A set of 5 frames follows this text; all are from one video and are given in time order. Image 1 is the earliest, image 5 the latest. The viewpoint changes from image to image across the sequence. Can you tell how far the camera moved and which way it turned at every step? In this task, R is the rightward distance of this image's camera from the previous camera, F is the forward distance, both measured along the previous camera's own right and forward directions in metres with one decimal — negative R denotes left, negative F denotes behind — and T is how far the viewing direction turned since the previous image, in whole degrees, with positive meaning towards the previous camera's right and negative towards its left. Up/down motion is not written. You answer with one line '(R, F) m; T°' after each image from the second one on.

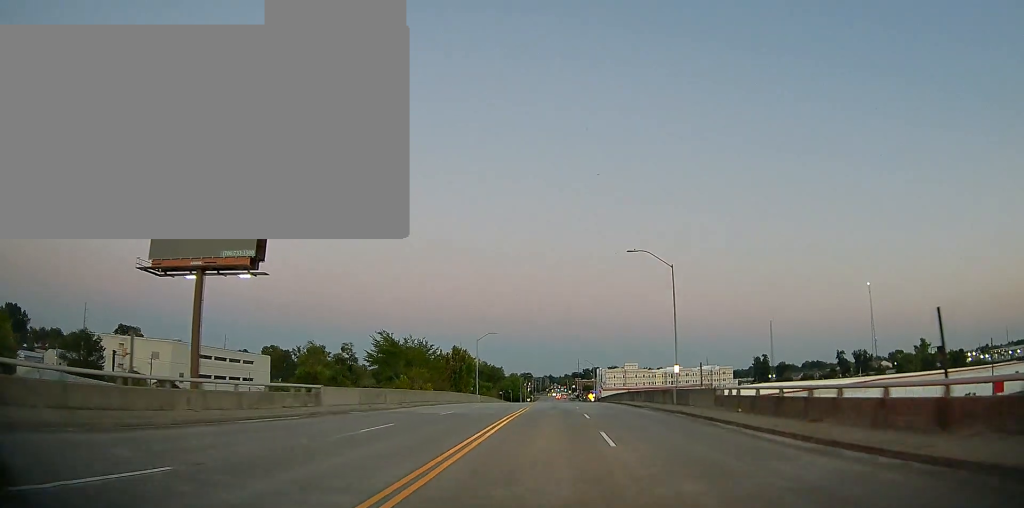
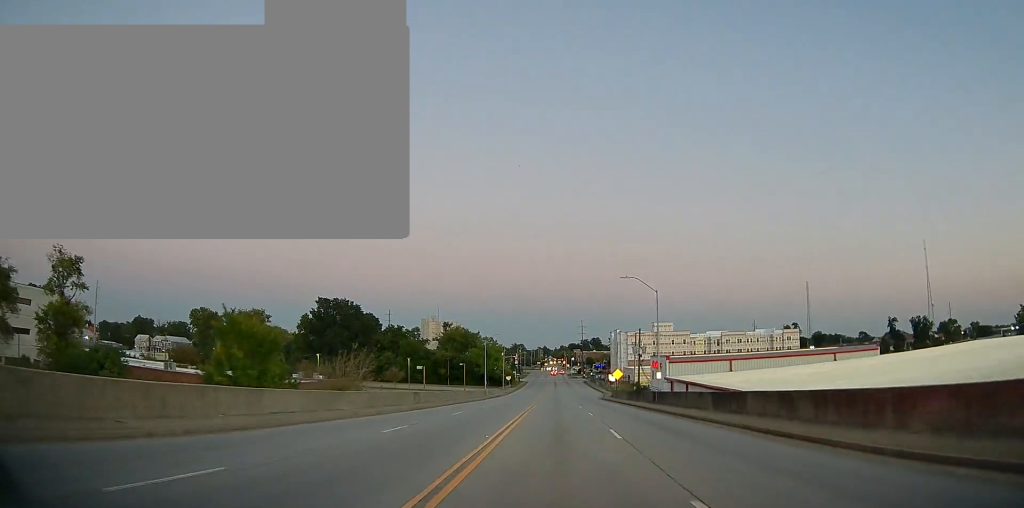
(+1.6, +81.1) m; +2°
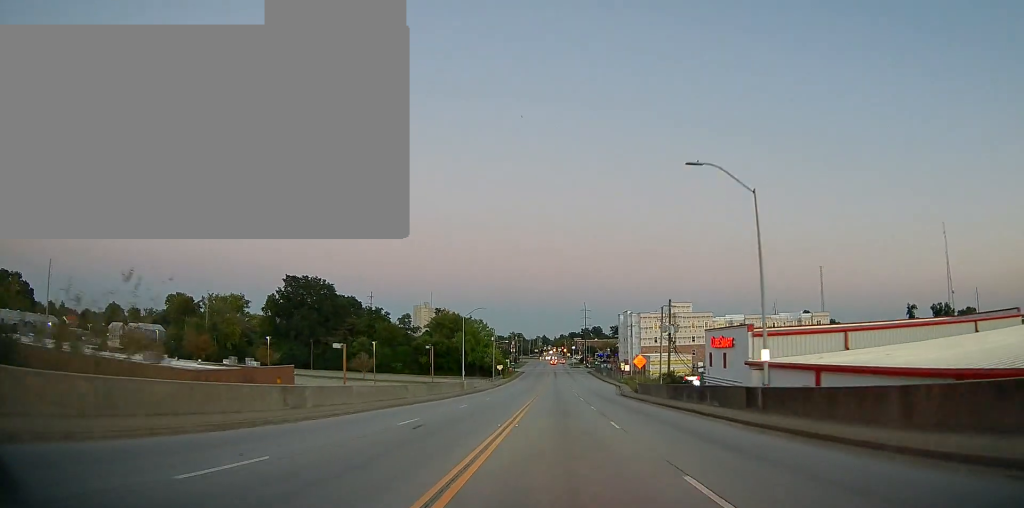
(+0.1, +23.0) m; 0°
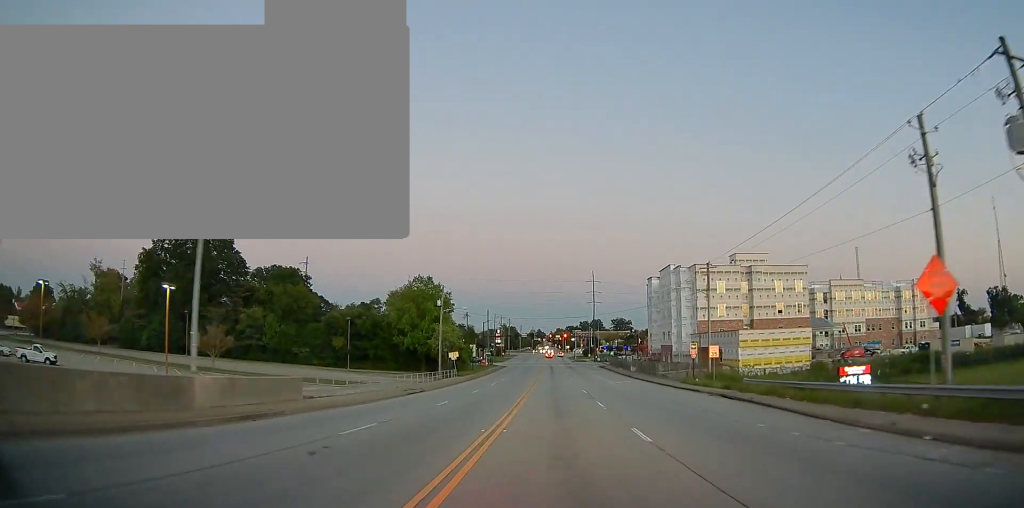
(-0.1, +54.3) m; -1°
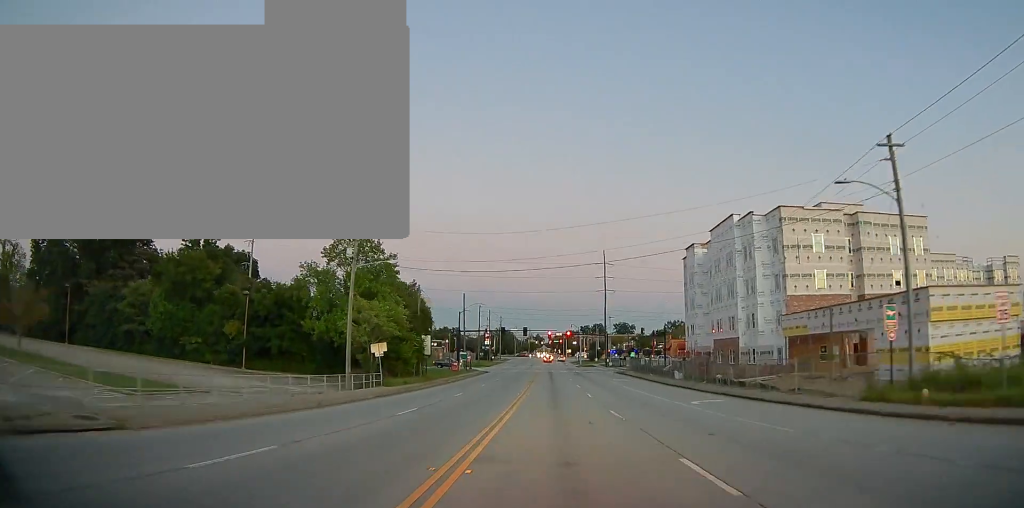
(-0.2, +30.3) m; 0°
